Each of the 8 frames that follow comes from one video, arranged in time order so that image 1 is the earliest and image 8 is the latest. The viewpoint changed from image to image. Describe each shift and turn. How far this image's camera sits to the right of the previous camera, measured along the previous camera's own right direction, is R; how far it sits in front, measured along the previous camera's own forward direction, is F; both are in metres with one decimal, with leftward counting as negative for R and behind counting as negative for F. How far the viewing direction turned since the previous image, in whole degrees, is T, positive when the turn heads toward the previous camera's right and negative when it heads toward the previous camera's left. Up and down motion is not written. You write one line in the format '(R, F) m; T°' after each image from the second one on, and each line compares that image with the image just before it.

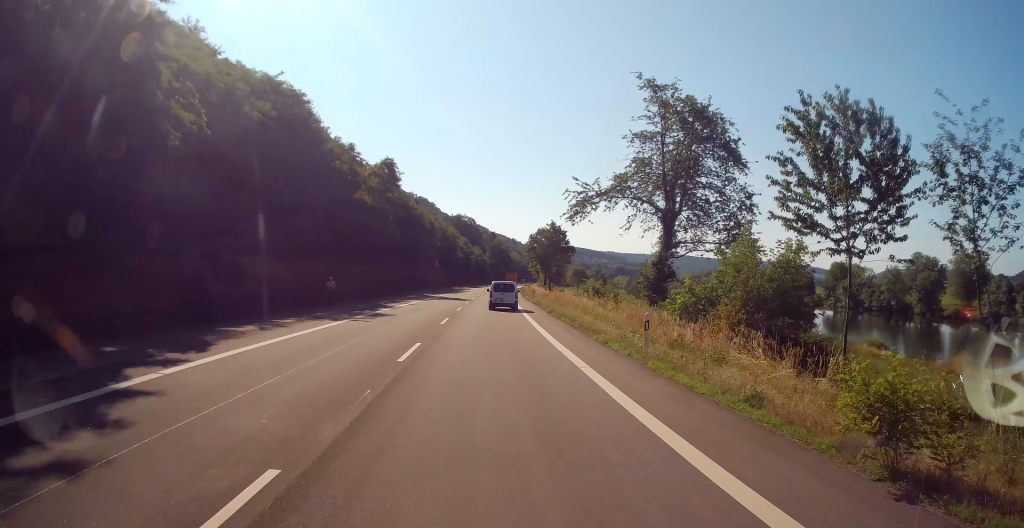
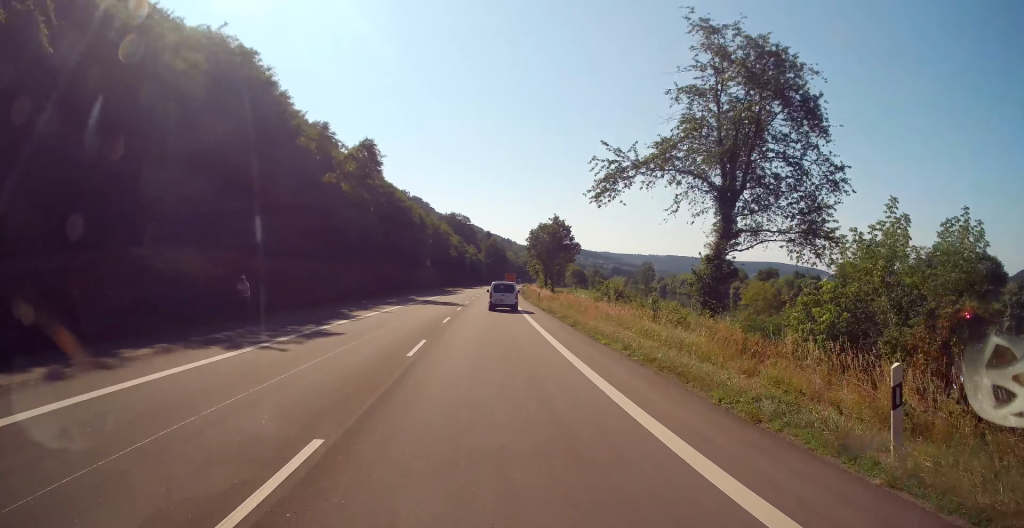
(-0.1, +10.7) m; +1°
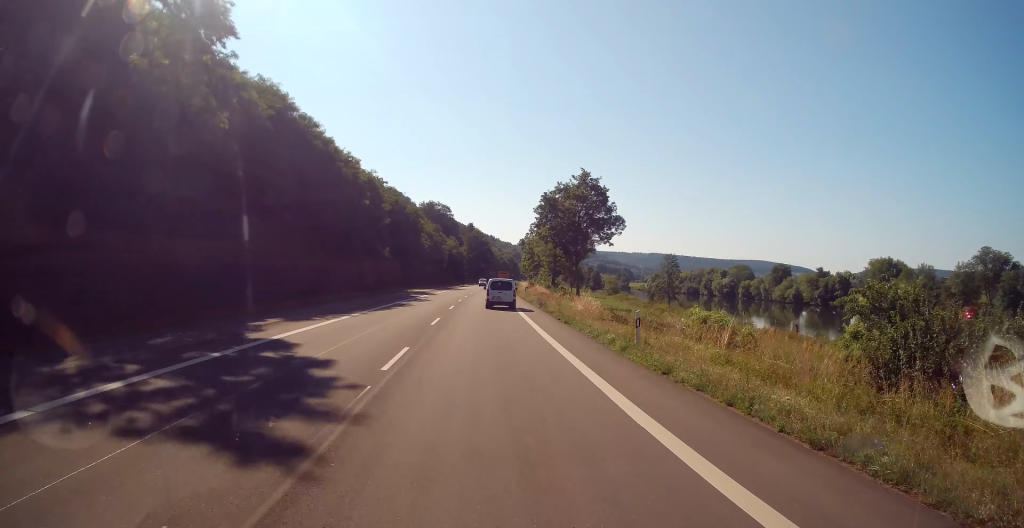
(+0.2, +38.1) m; 0°
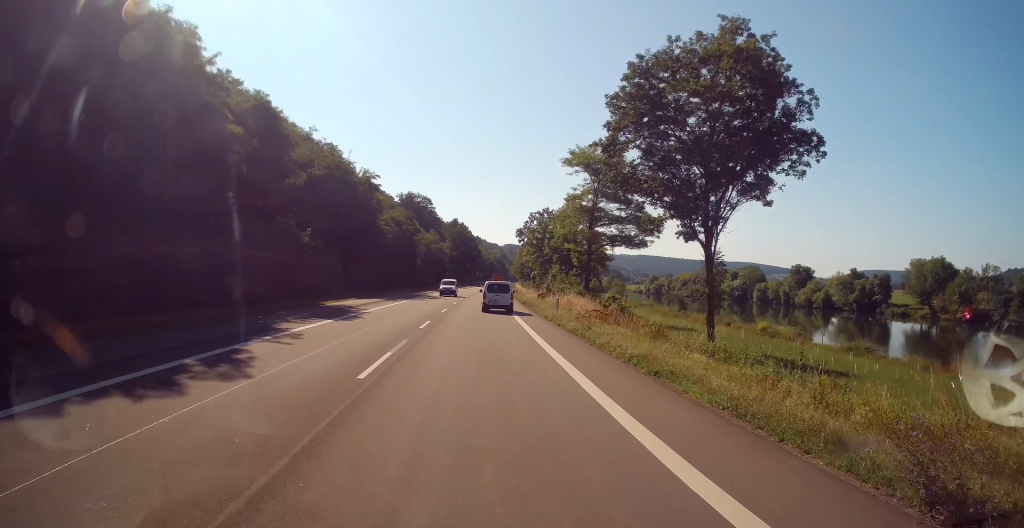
(+0.8, +37.8) m; +2°
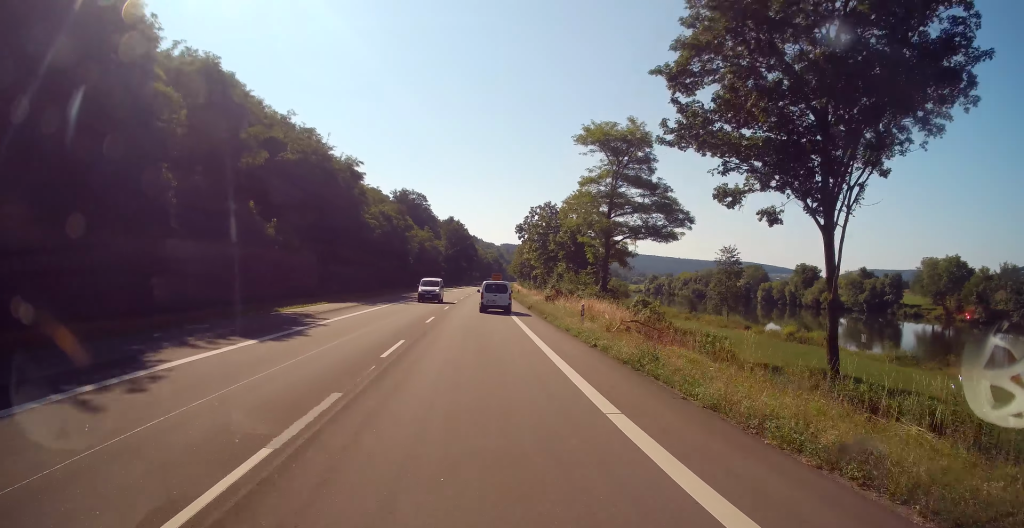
(0.0, +8.7) m; 0°
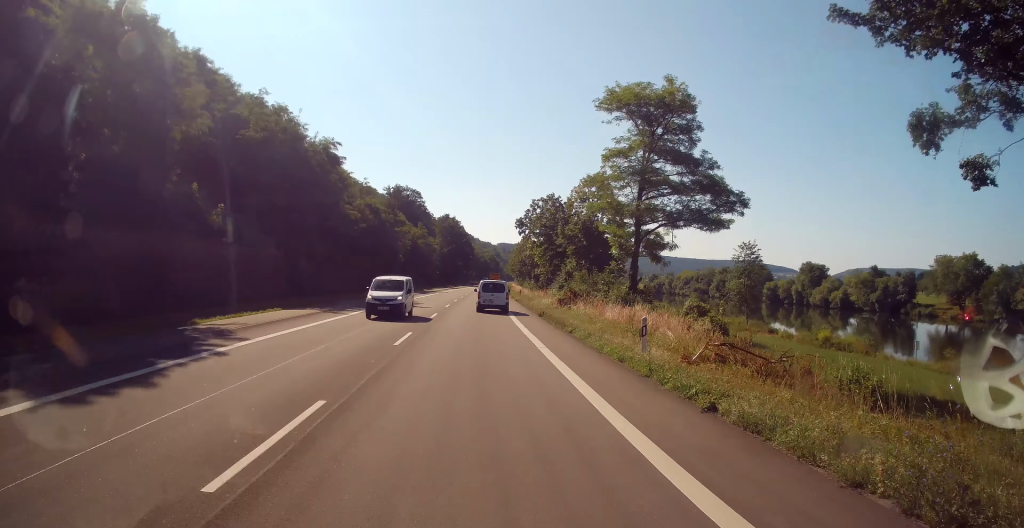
(+0.1, +9.2) m; -1°
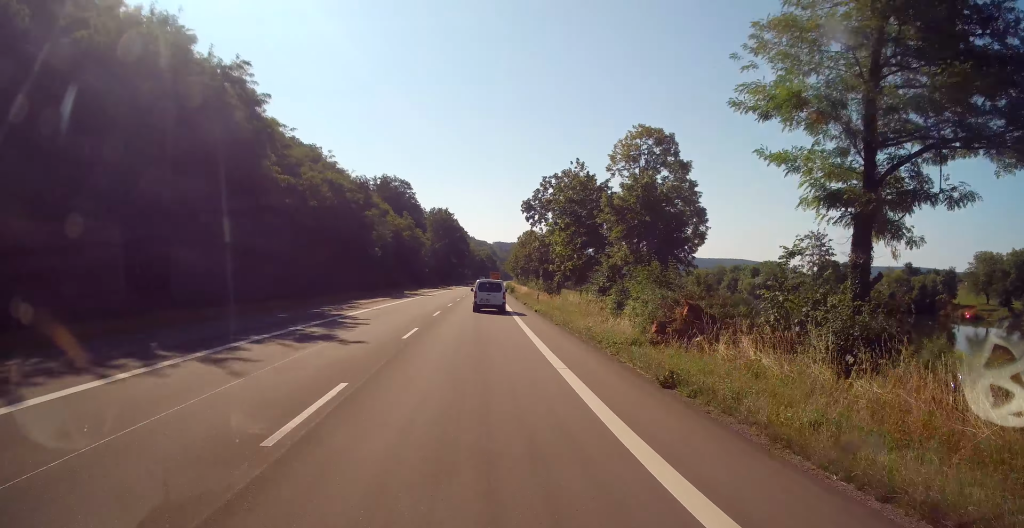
(-0.3, +21.5) m; -1°
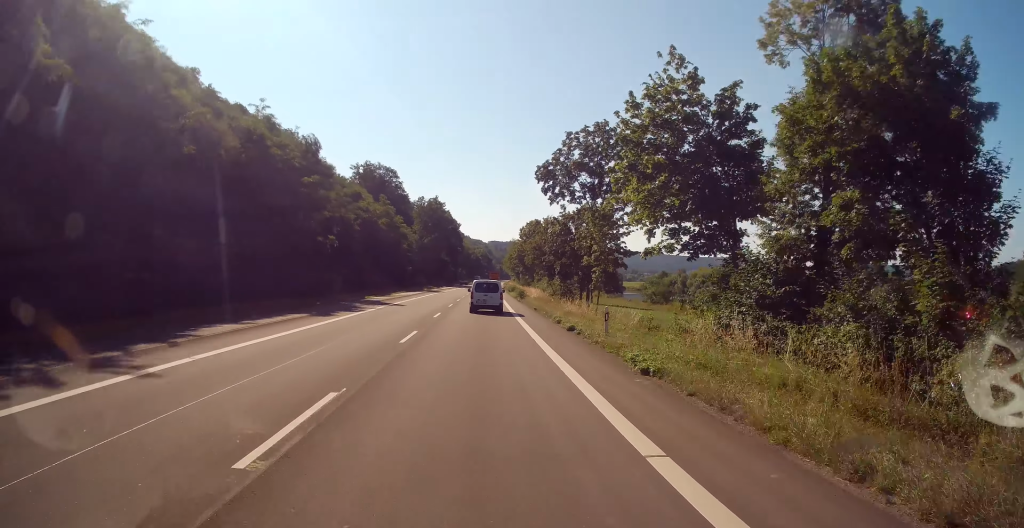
(+0.4, +26.0) m; +2°
